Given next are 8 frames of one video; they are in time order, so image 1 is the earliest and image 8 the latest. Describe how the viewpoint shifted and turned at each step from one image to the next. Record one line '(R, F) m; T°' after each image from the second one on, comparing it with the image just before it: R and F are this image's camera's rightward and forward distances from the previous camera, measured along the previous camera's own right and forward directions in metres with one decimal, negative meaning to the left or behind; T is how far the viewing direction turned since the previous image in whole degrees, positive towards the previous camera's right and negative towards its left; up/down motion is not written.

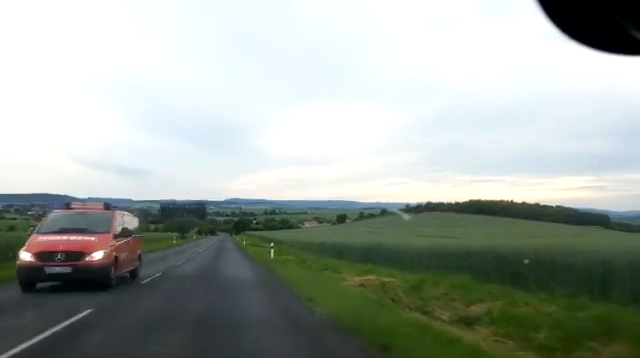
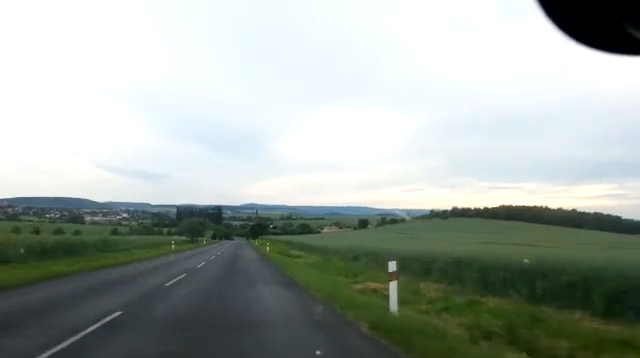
(+0.3, +17.3) m; -1°
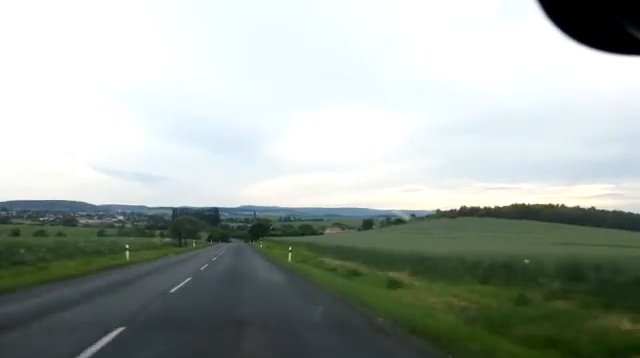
(-0.7, +19.5) m; -1°
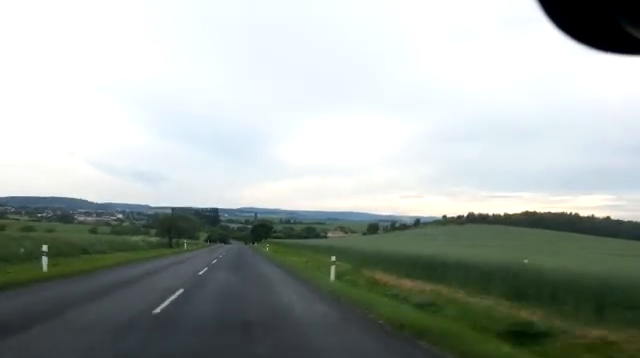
(+0.2, +12.0) m; 0°
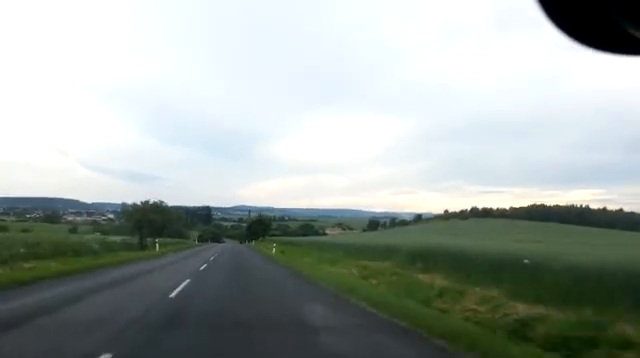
(+0.1, +16.0) m; +1°
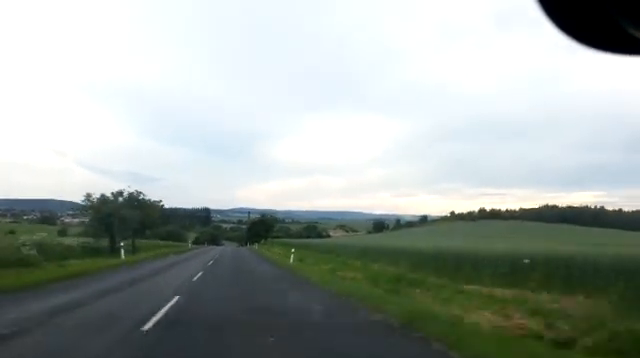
(-0.2, +11.9) m; +1°
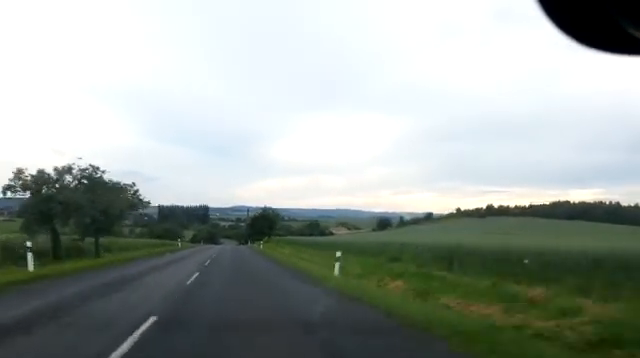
(+0.3, +11.9) m; +1°
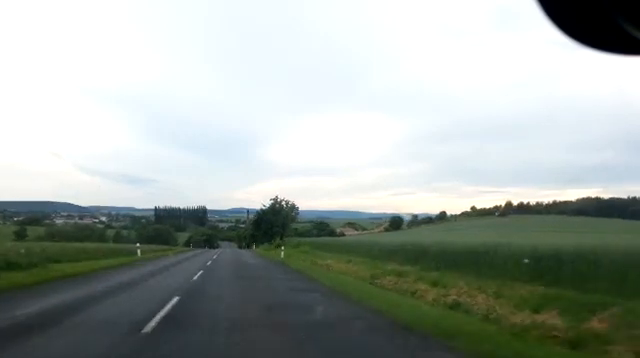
(+0.2, +23.7) m; -1°
